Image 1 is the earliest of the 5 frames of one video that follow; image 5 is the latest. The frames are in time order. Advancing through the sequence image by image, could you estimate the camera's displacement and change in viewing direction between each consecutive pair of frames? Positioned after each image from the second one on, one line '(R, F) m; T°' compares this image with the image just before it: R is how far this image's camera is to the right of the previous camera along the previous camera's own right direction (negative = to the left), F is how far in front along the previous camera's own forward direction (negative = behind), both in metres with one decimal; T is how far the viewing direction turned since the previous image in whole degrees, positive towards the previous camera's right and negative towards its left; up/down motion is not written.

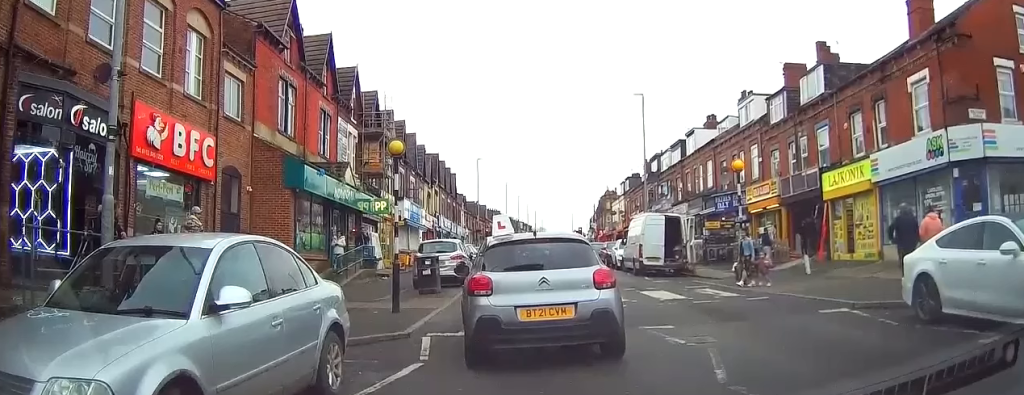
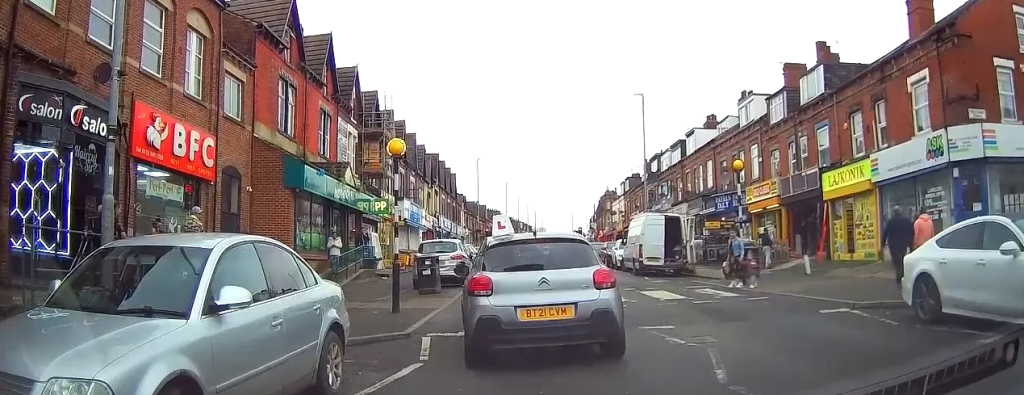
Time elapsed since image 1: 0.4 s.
(0.0, 0.0) m; 0°
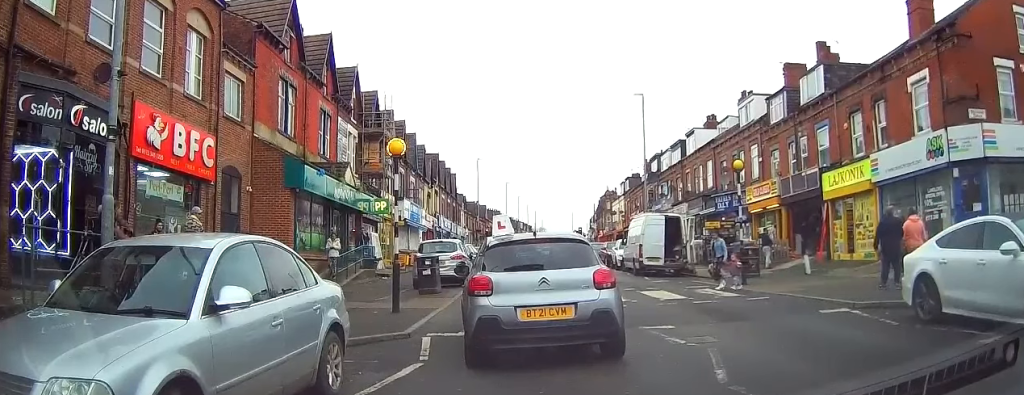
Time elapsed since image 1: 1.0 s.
(0.0, 0.0) m; 0°
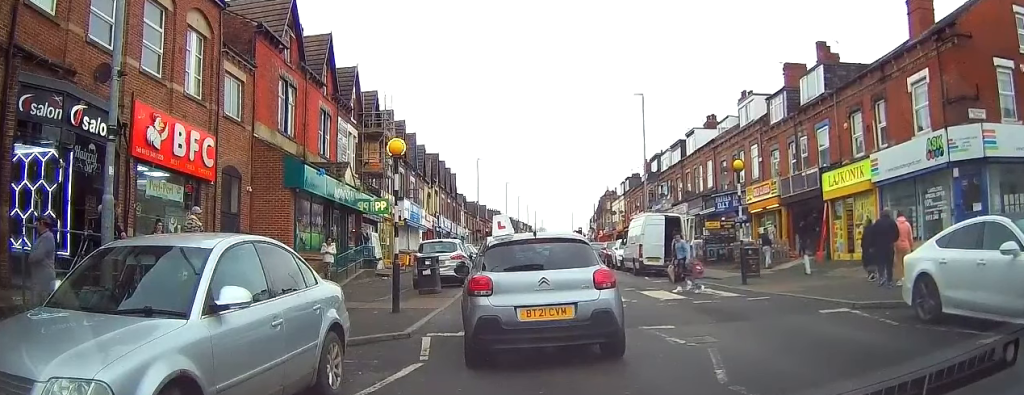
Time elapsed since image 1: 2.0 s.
(0.0, 0.0) m; 0°
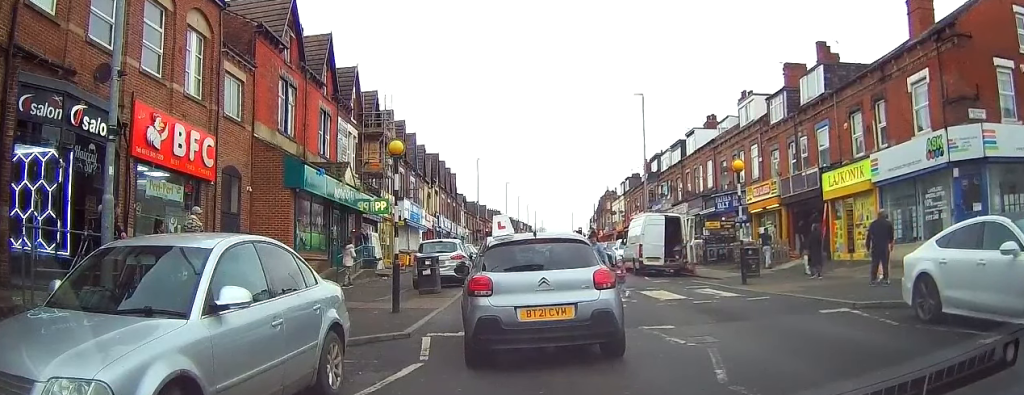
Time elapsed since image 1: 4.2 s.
(0.0, 0.0) m; 0°
